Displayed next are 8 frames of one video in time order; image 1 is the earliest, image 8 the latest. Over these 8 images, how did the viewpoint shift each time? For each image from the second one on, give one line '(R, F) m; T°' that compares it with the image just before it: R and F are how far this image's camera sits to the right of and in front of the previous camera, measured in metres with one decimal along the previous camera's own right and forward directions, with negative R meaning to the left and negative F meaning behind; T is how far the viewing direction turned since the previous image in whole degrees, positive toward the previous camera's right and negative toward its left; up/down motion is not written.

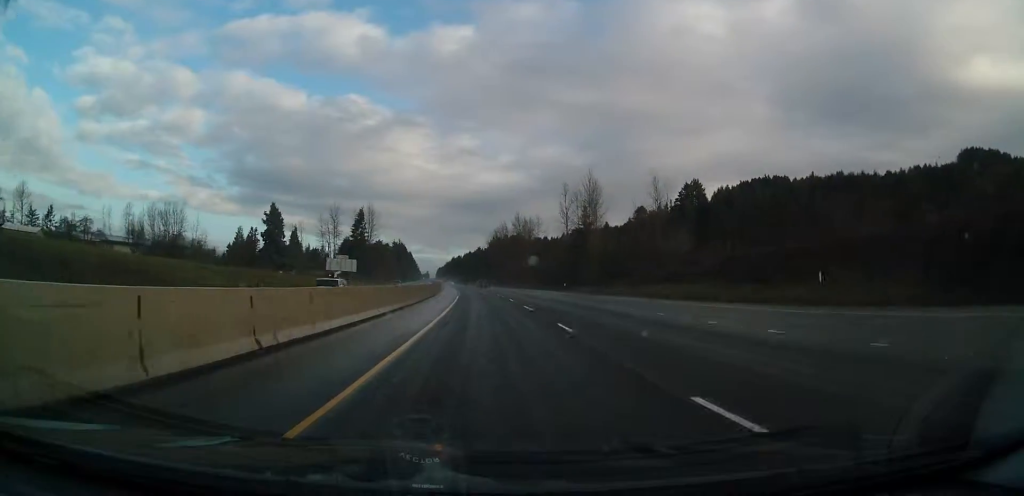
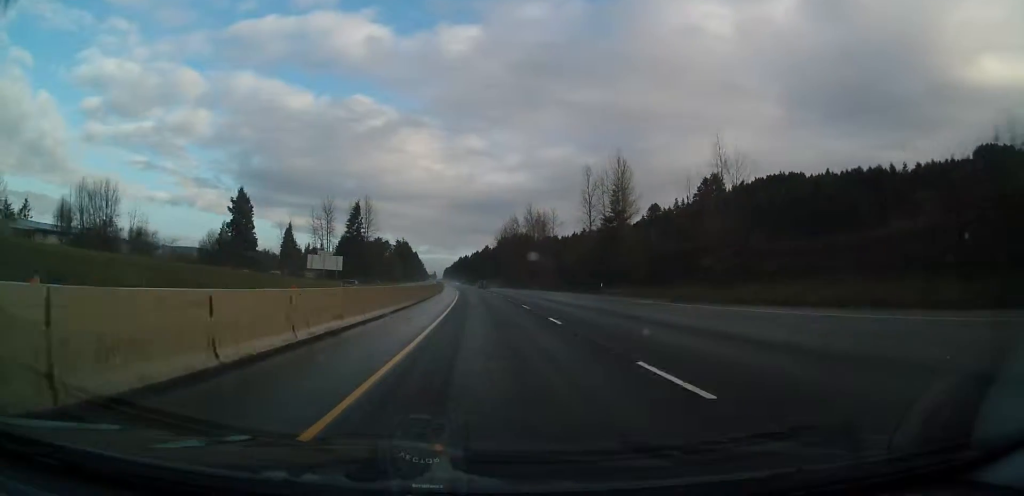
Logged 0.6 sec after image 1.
(0.0, +21.3) m; -1°
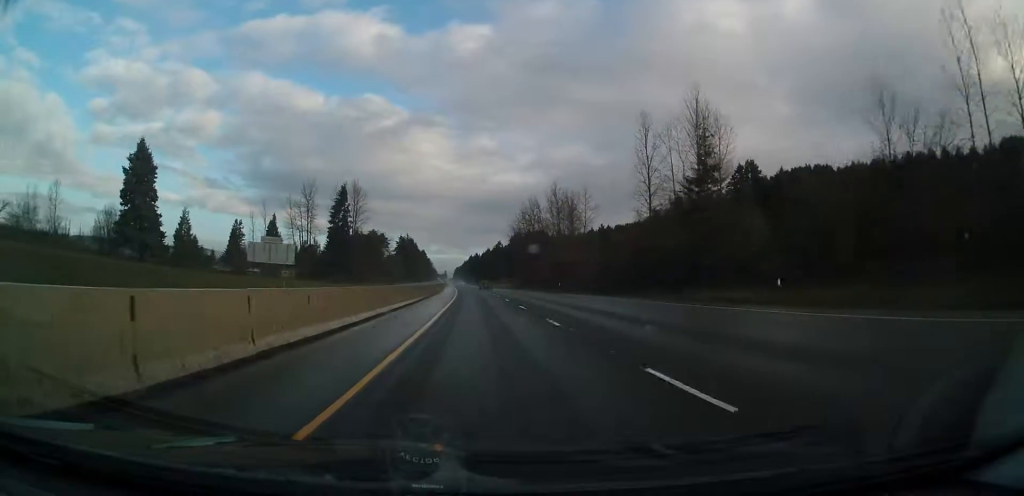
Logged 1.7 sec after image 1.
(-0.6, +36.8) m; -2°
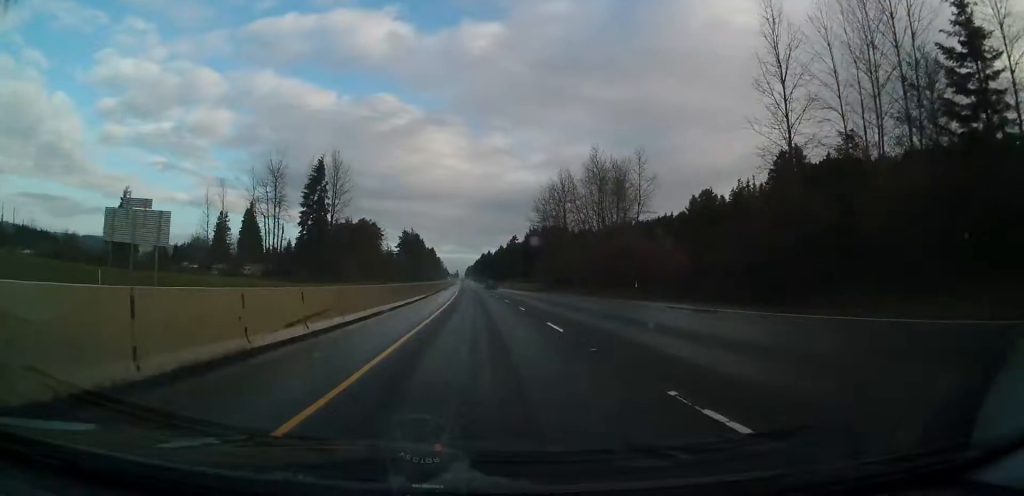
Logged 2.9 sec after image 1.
(-0.6, +37.9) m; -1°
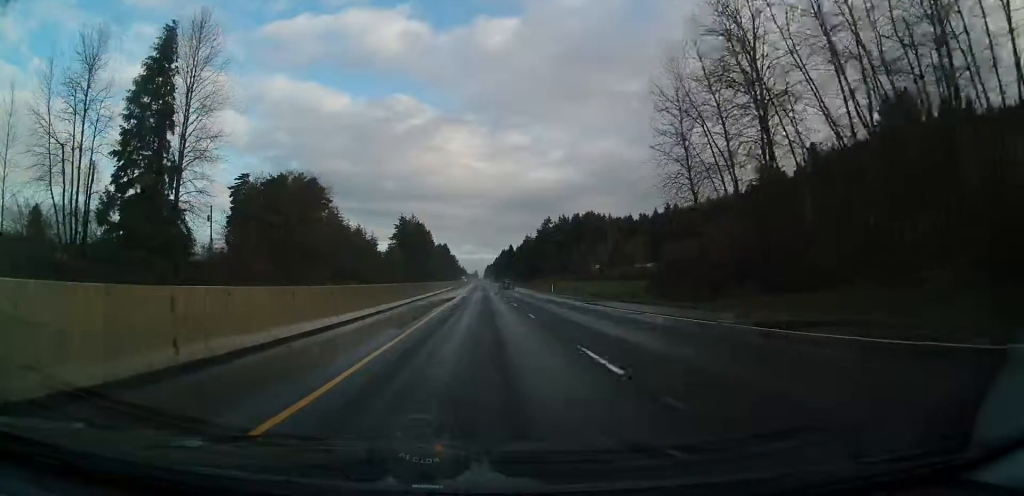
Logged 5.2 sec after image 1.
(-0.8, +79.7) m; -1°
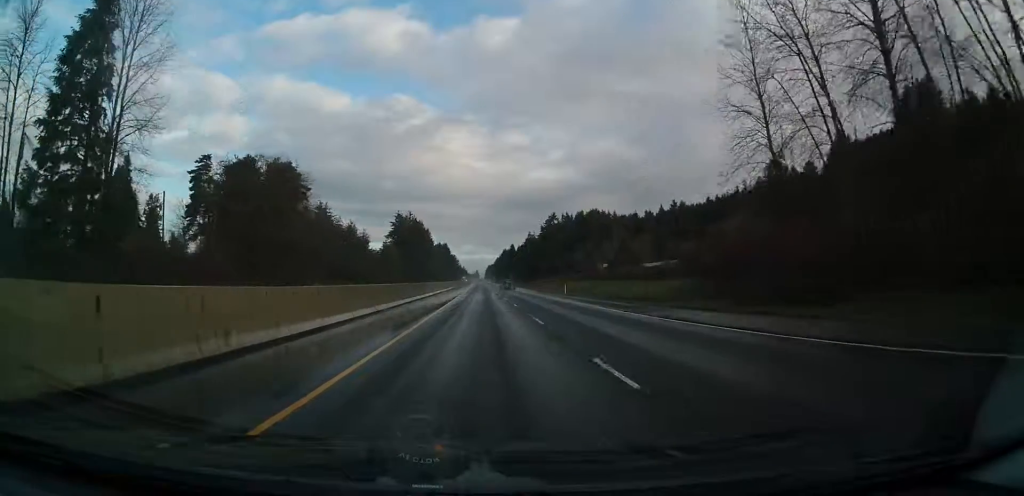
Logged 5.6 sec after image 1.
(0.0, +13.5) m; 0°
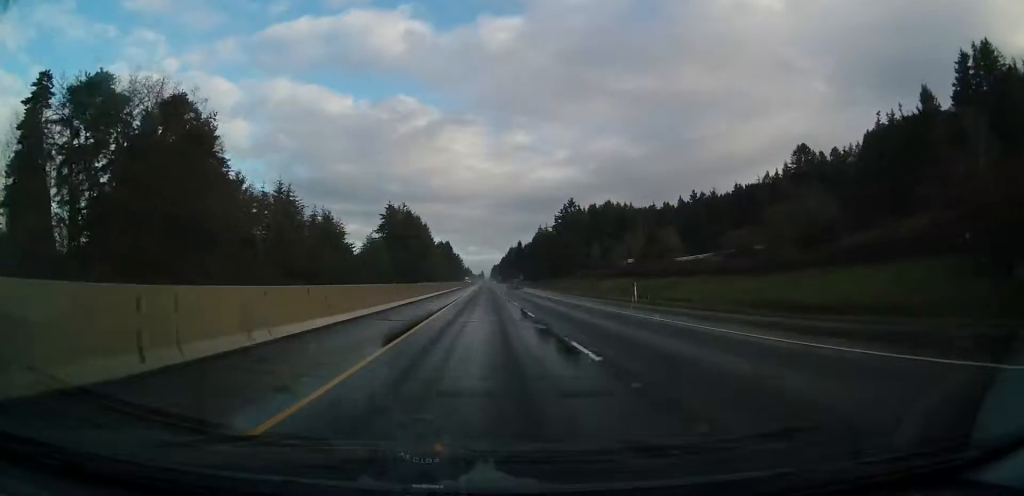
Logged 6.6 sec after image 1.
(-0.1, +33.8) m; 0°
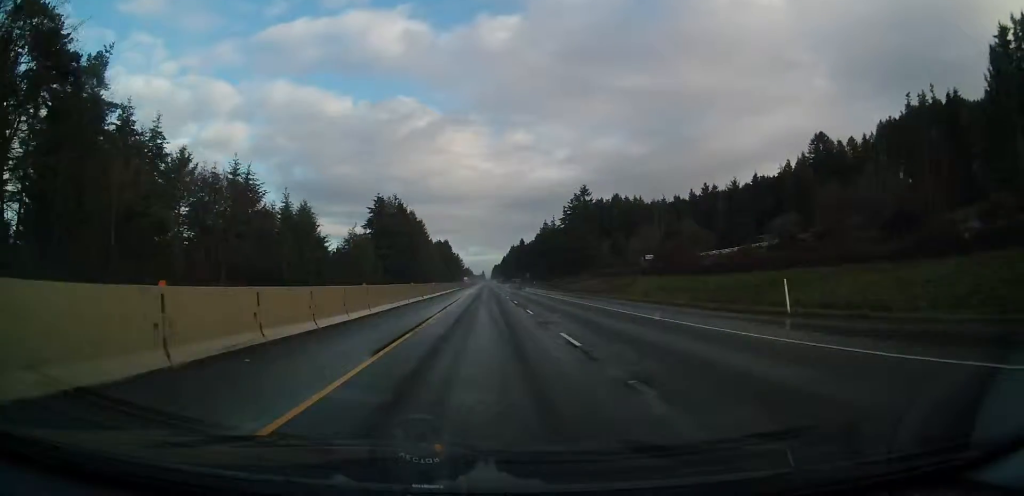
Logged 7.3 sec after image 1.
(0.0, +22.4) m; 0°
